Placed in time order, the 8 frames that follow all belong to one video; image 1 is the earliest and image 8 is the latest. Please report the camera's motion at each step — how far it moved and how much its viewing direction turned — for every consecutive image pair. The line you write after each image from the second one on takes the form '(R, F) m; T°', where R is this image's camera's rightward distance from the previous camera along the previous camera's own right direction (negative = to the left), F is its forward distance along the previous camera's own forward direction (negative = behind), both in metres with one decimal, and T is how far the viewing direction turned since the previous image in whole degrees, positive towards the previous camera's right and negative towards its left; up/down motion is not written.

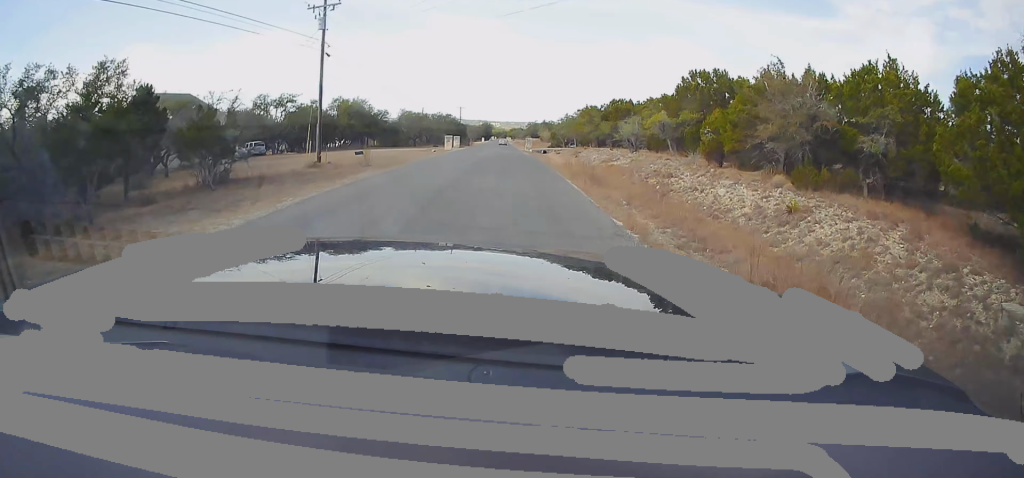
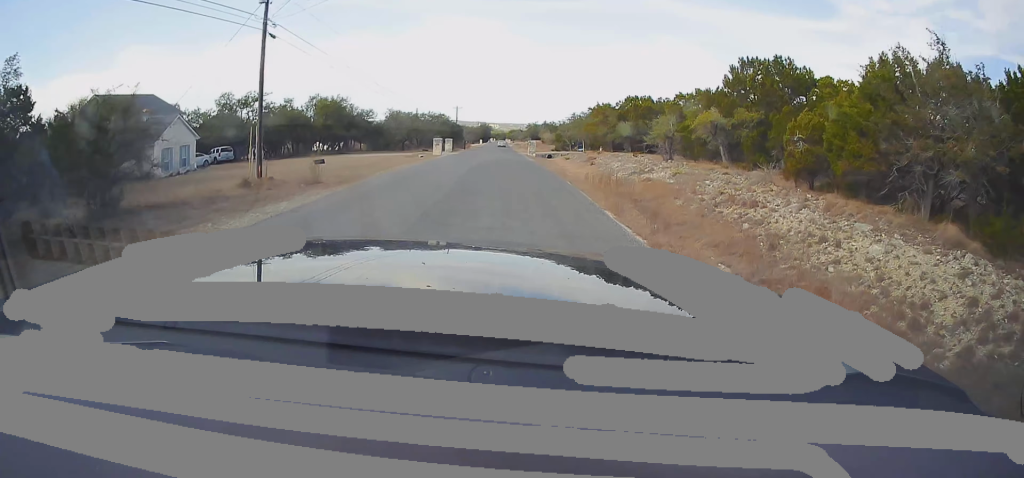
(0.0, +8.2) m; 0°
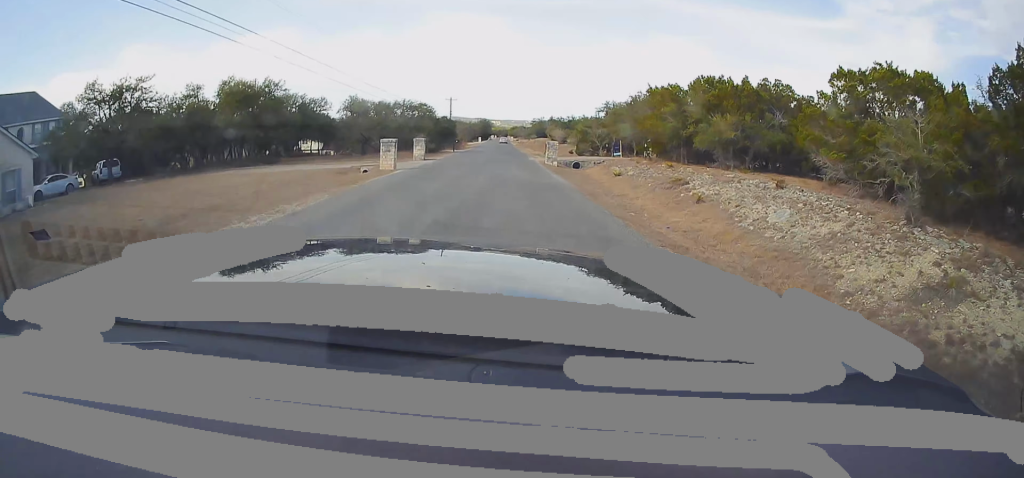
(-0.1, +20.0) m; -2°
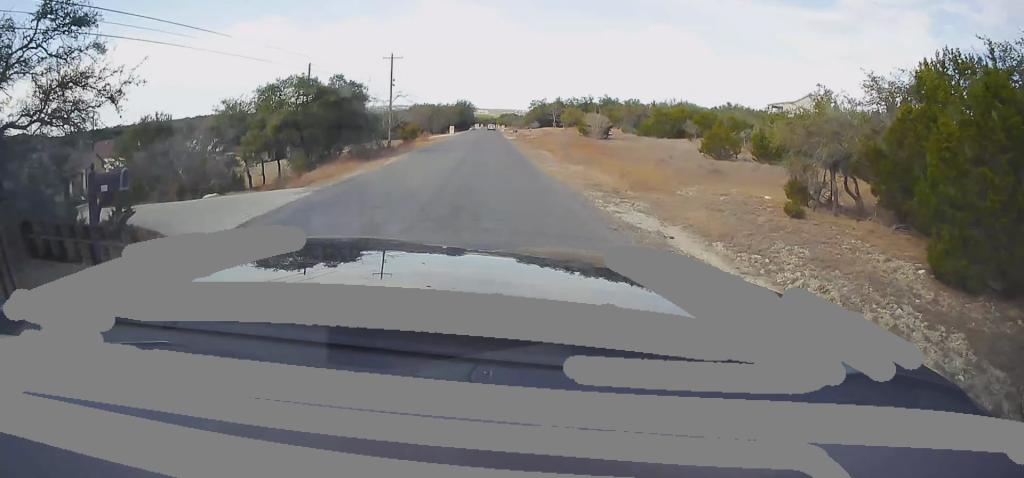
(+1.2, +51.4) m; +3°
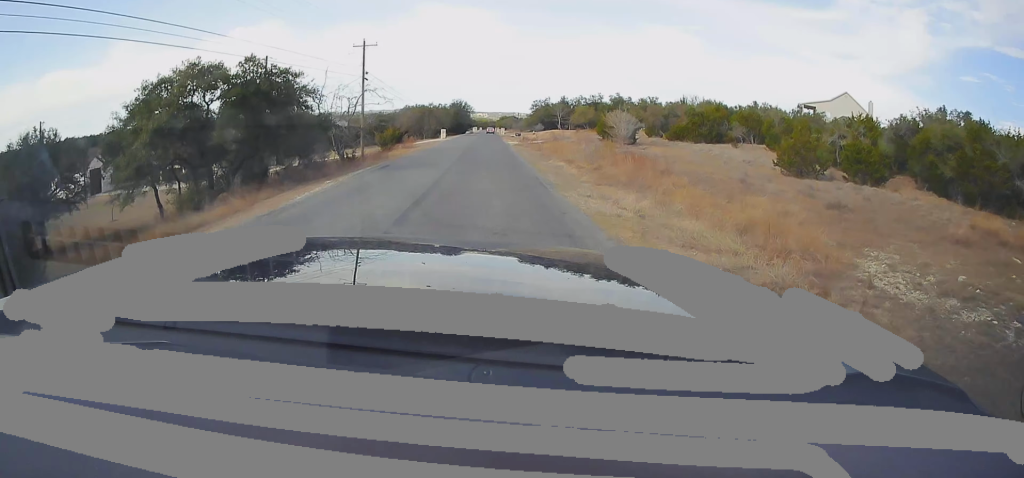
(0.0, +12.2) m; -2°
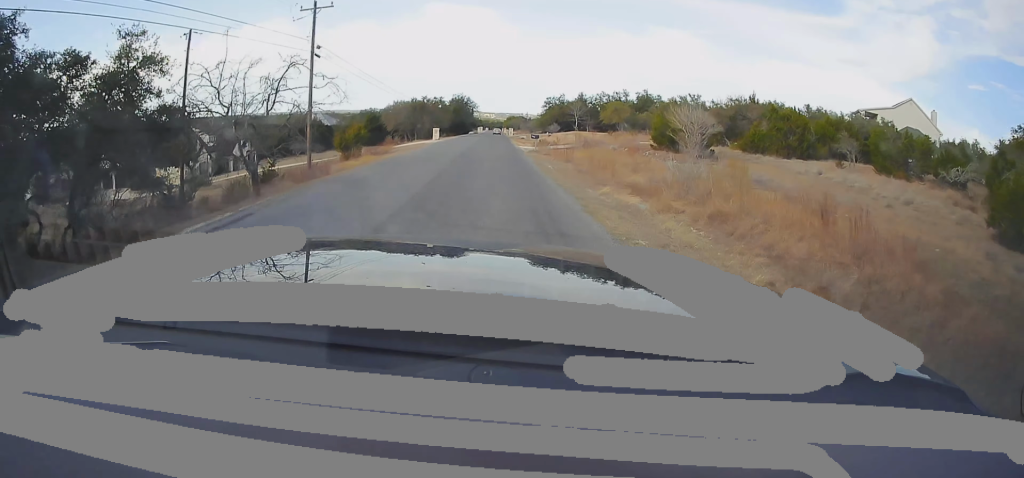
(-0.5, +15.1) m; 0°
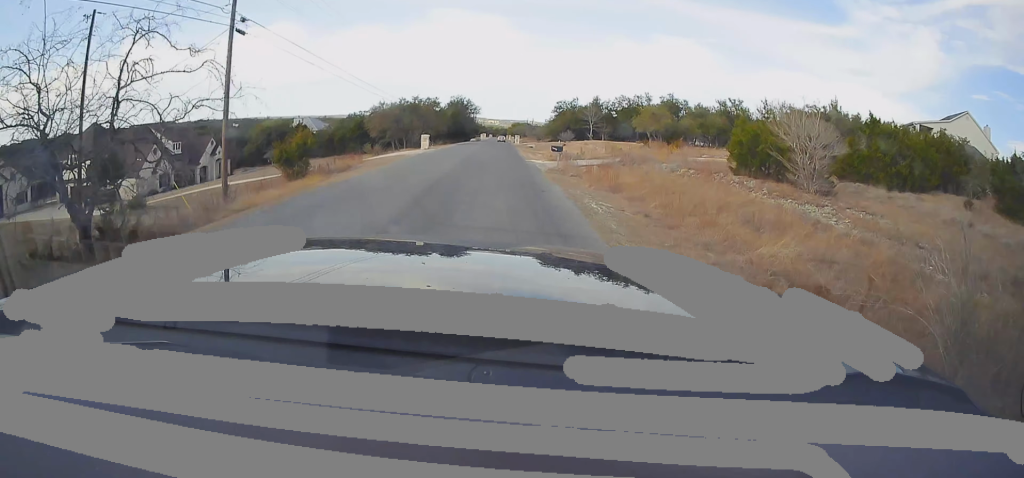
(0.0, +11.6) m; 0°
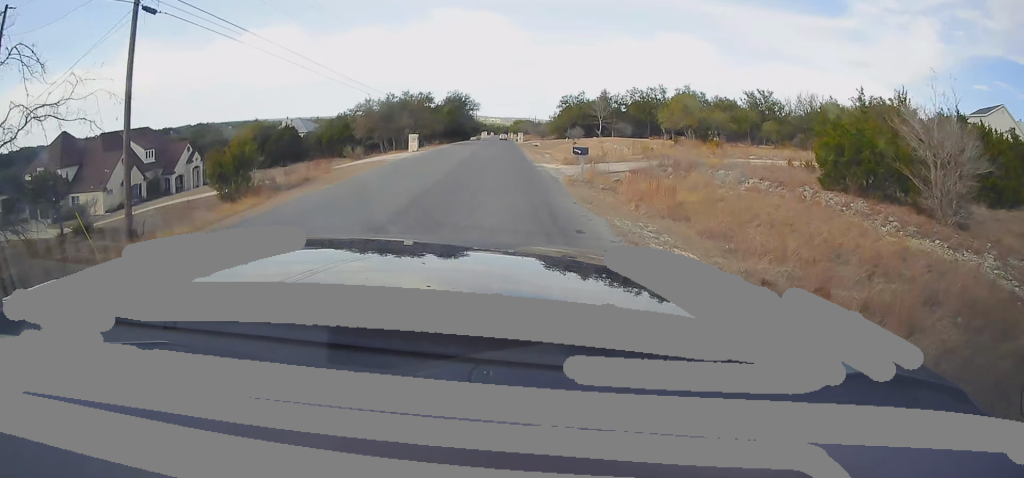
(+0.3, +7.2) m; 0°
